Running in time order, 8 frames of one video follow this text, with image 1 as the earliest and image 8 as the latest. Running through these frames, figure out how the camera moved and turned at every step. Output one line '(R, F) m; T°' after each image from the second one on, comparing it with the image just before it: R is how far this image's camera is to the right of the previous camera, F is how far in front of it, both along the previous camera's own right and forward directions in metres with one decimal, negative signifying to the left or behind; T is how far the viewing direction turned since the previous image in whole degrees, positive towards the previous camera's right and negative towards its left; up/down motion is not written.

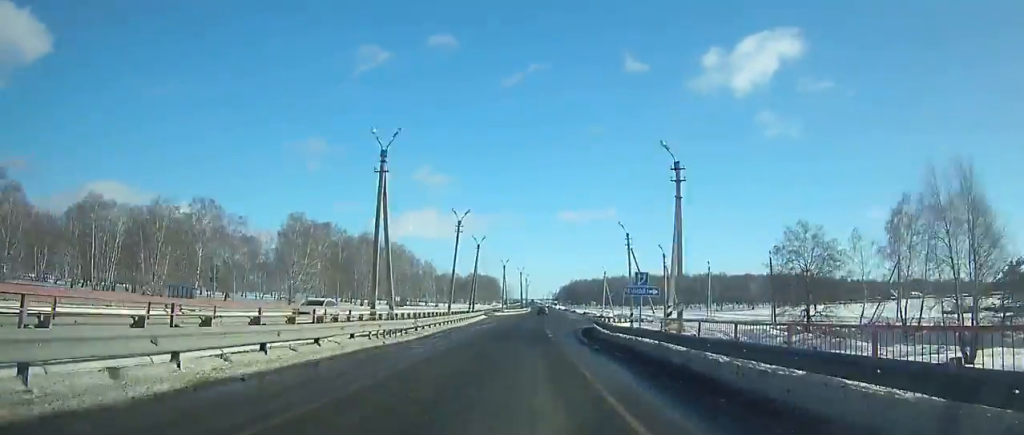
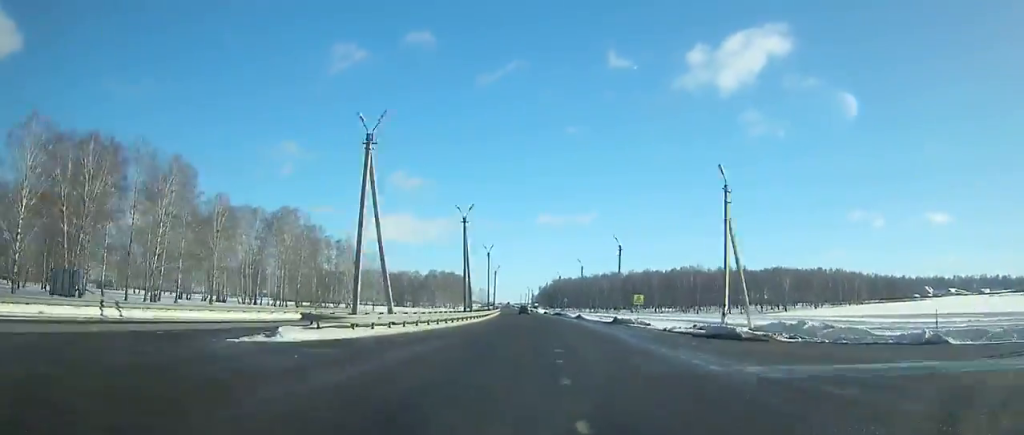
(+0.7, +76.2) m; +1°
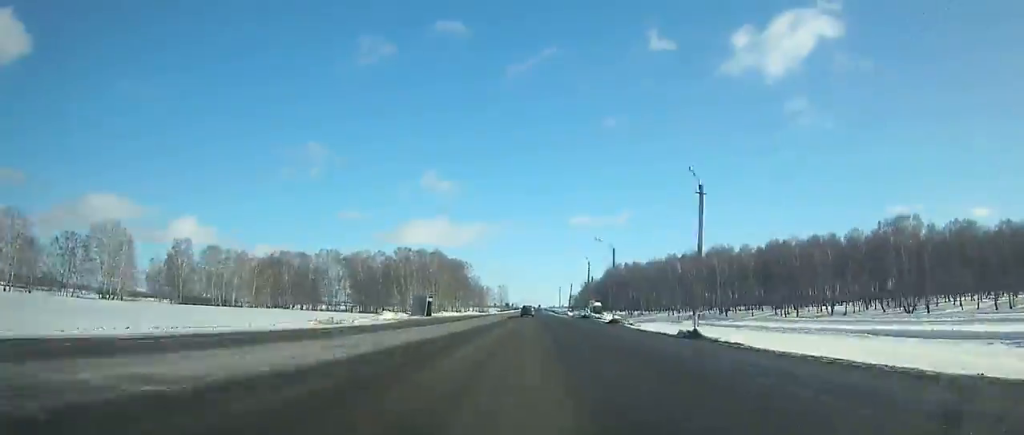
(-2.1, +152.3) m; -2°
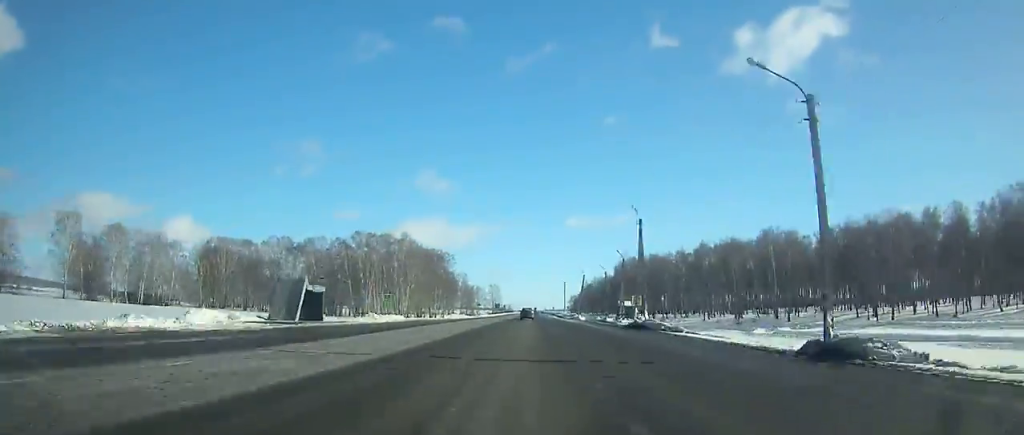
(-0.2, +44.6) m; 0°
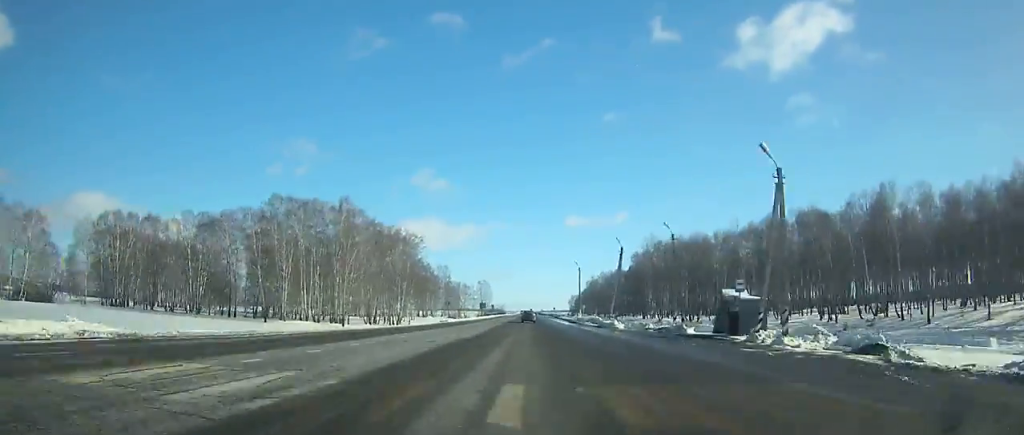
(+0.3, +49.4) m; 0°
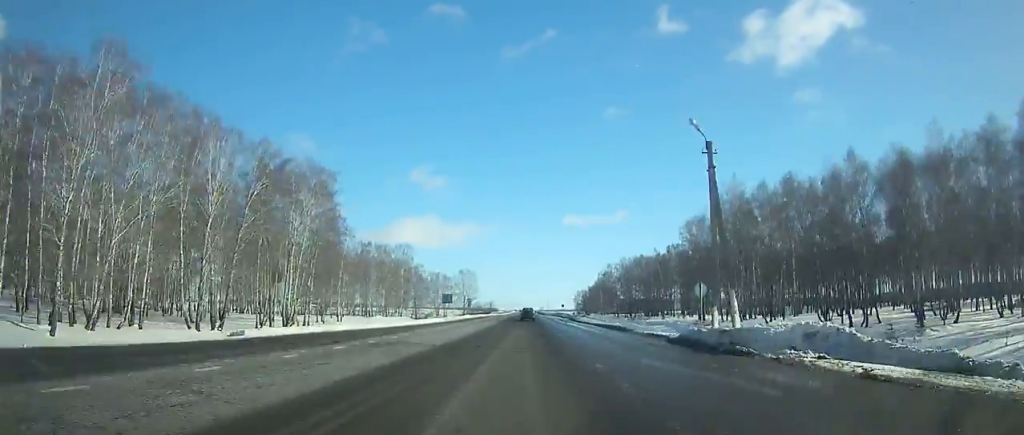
(+0.2, +64.5) m; 0°
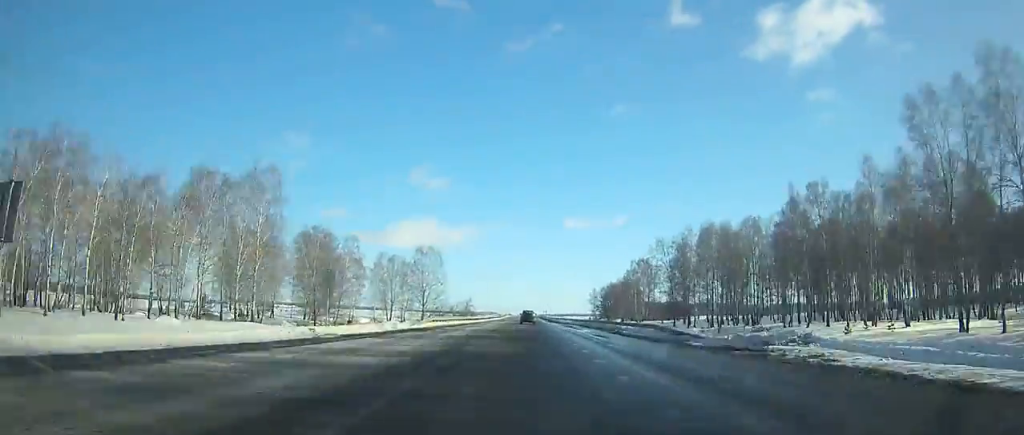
(+0.1, +82.4) m; 0°
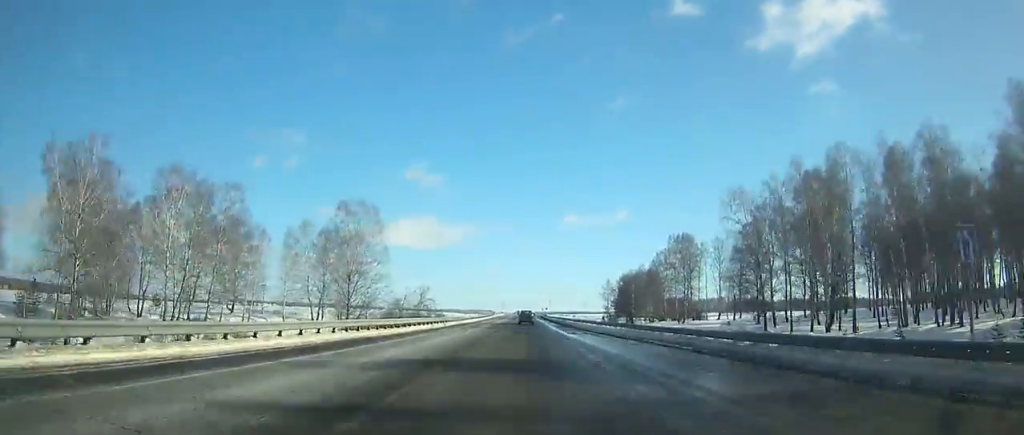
(0.0, +52.8) m; 0°
